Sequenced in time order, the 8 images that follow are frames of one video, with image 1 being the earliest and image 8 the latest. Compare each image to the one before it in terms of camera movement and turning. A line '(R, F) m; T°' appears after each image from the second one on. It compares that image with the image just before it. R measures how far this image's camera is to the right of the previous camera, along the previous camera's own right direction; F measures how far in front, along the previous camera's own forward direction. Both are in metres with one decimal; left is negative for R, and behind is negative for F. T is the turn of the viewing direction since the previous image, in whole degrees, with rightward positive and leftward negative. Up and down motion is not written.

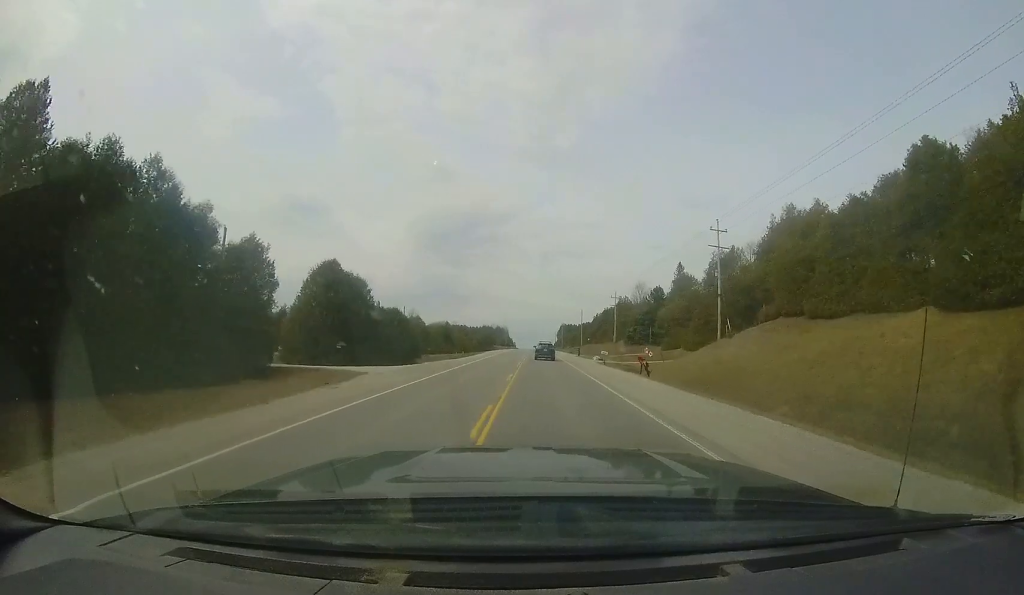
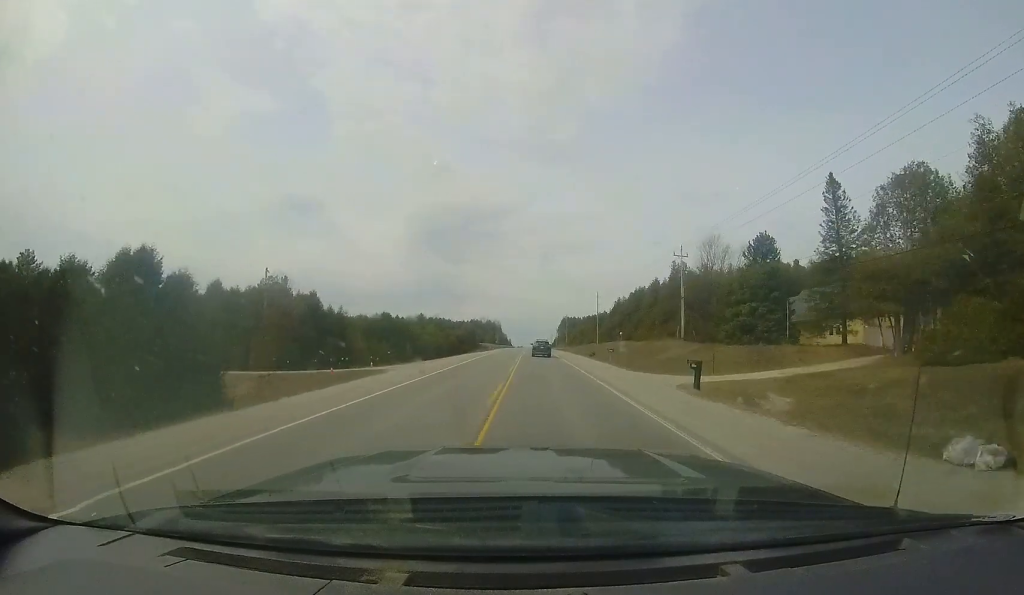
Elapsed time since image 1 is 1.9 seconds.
(+0.5, +41.0) m; 0°
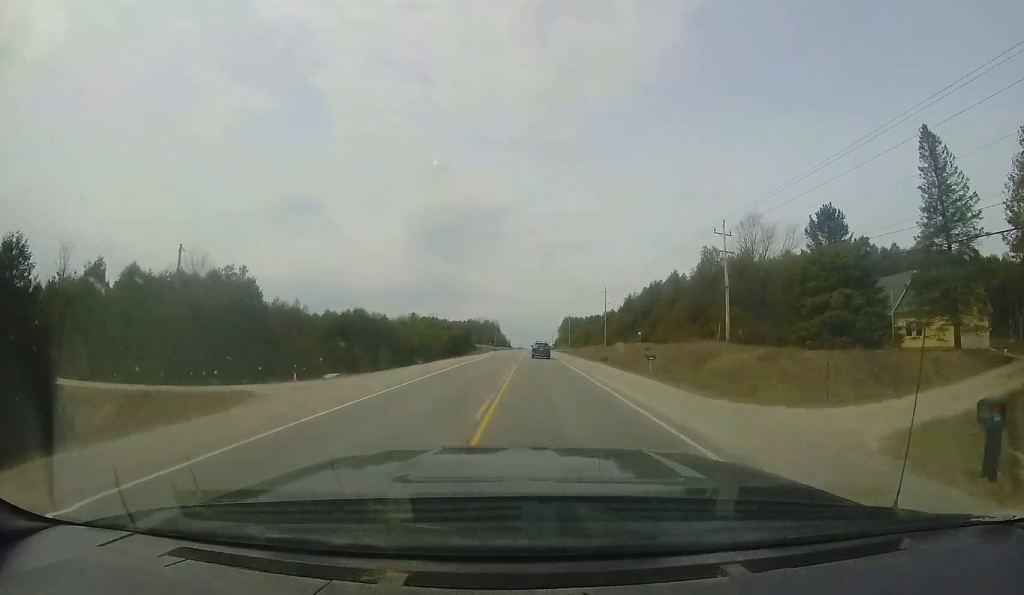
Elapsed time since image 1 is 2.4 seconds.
(+0.1, +11.0) m; 0°
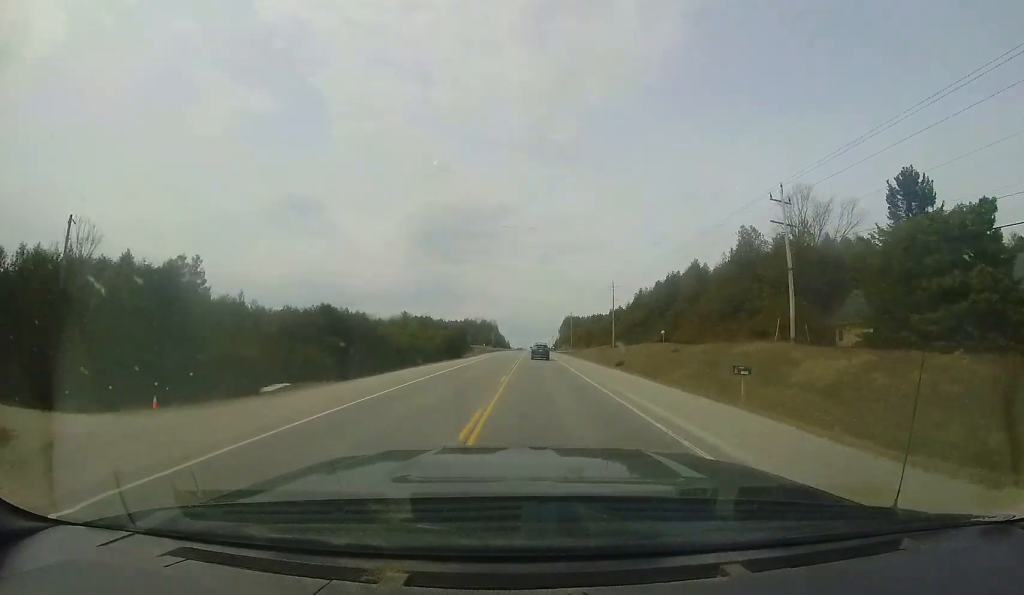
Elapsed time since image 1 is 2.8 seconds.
(-0.1, +9.6) m; 0°
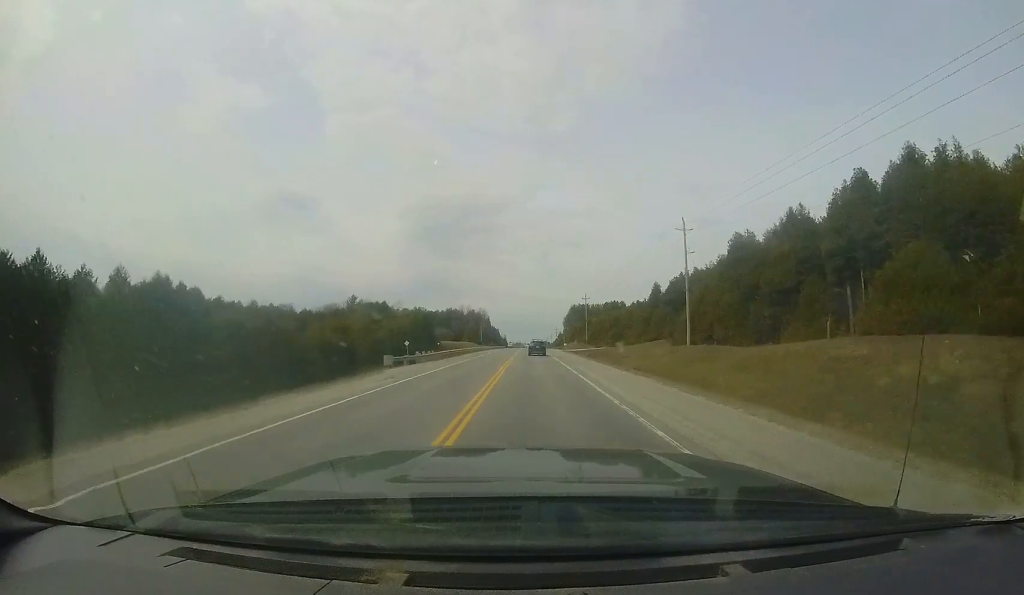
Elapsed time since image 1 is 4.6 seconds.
(0.0, +40.6) m; 0°
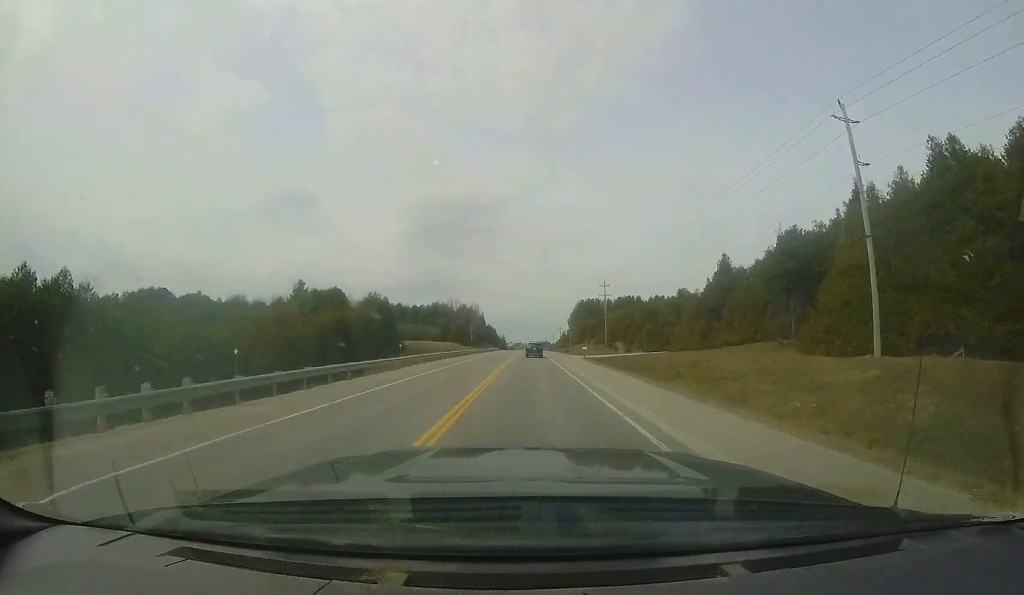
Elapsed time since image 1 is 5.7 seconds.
(-0.1, +25.3) m; 0°
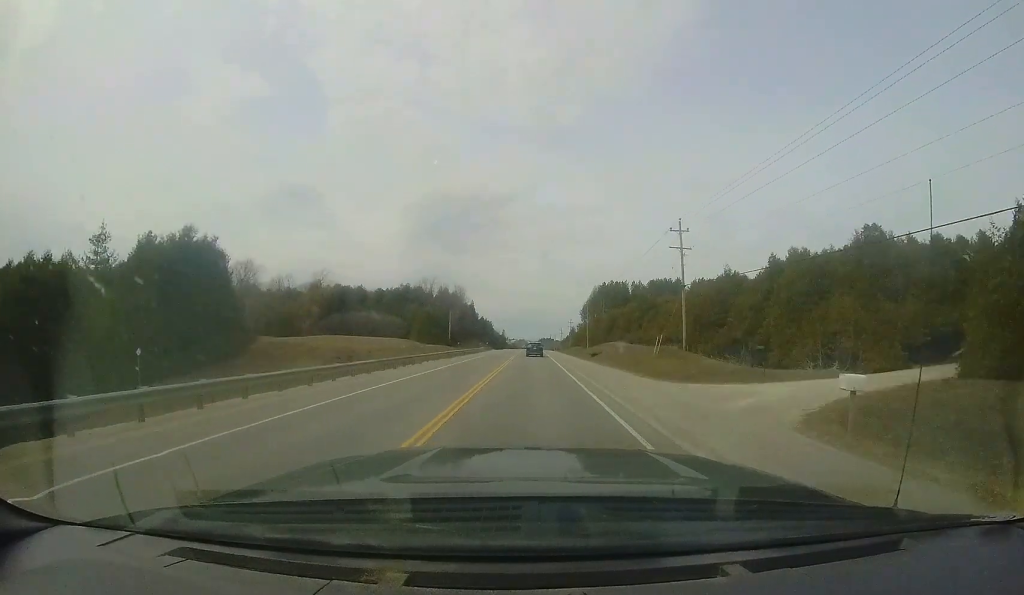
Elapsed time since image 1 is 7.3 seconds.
(+0.2, +37.5) m; 0°
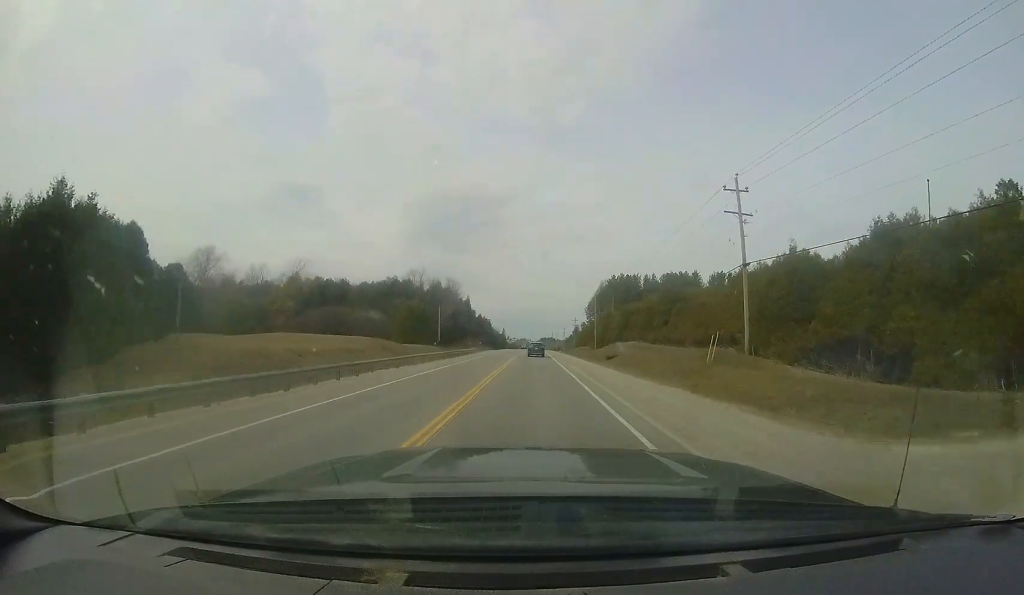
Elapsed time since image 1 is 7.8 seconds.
(0.0, +11.1) m; 0°
